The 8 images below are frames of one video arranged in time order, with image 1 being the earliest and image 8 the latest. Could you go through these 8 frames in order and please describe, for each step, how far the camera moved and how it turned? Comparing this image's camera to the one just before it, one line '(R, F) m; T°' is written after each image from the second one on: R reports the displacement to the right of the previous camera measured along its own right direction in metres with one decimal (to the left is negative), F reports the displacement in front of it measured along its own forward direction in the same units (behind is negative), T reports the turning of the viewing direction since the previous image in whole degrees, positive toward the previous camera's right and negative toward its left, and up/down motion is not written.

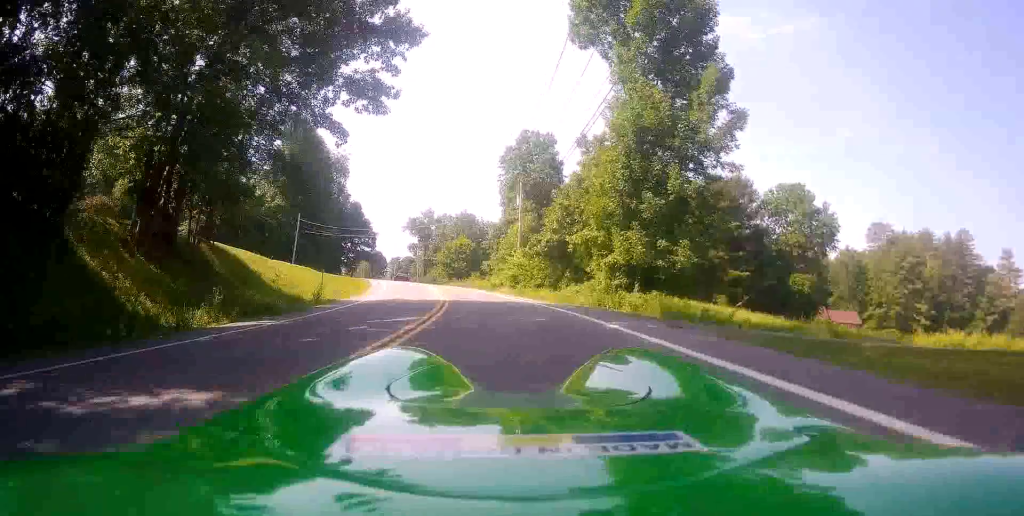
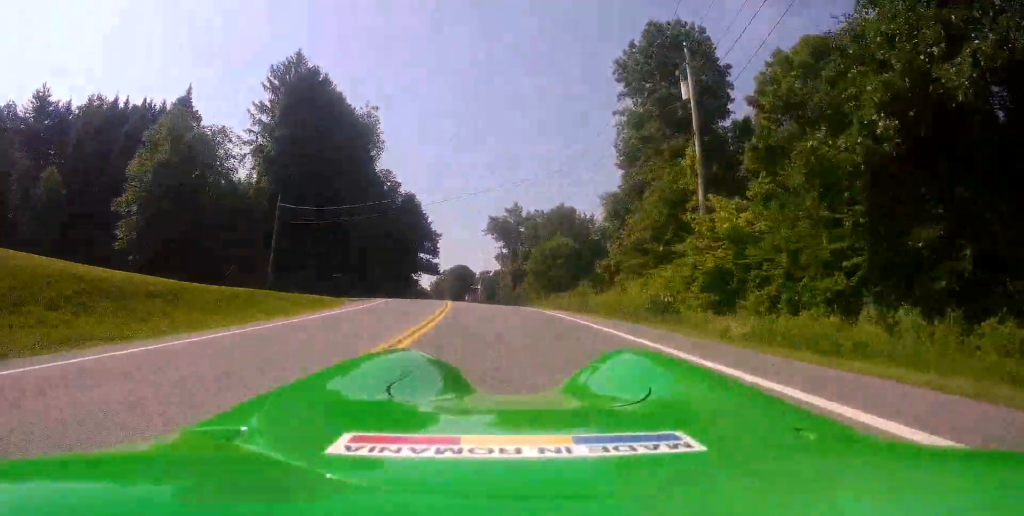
(-5.7, +37.8) m; -18°
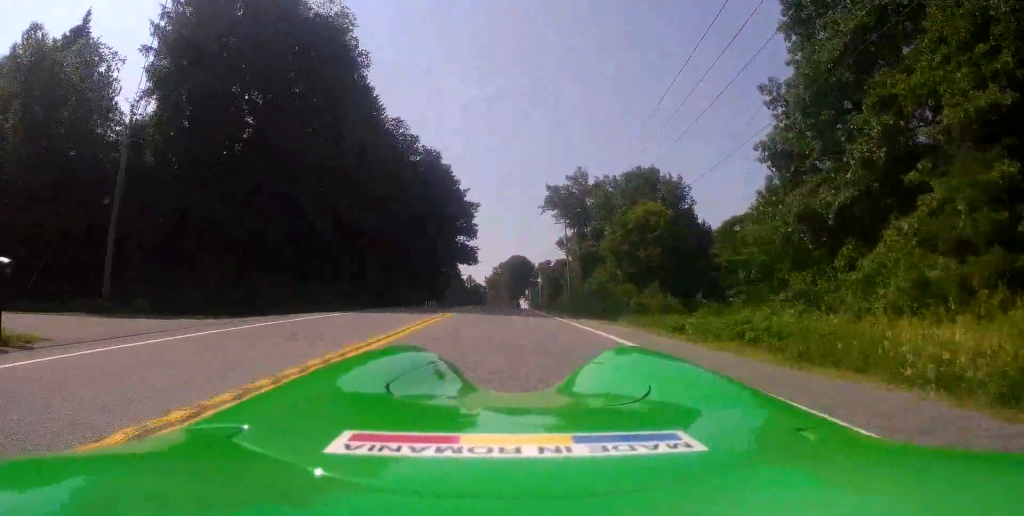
(-2.9, +23.8) m; -17°
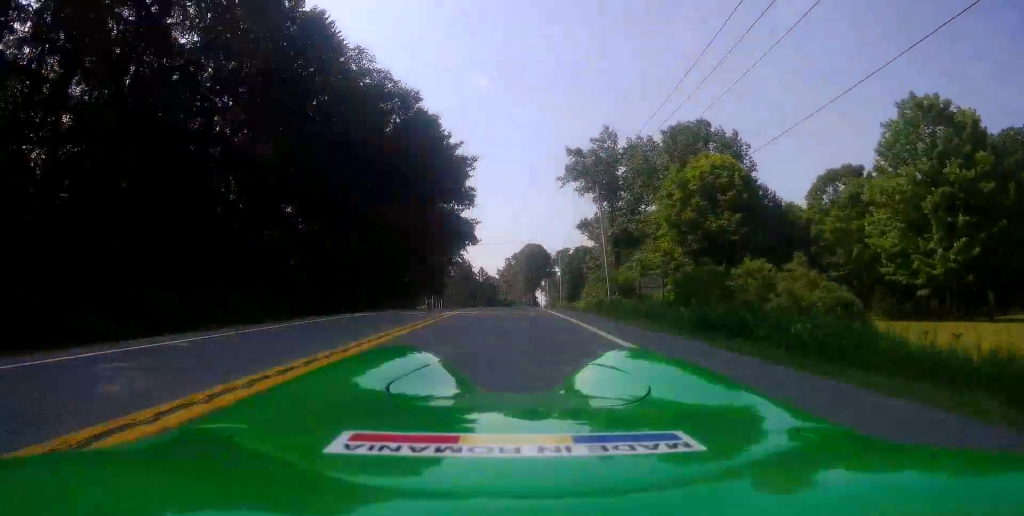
(-2.1, +14.8) m; -9°
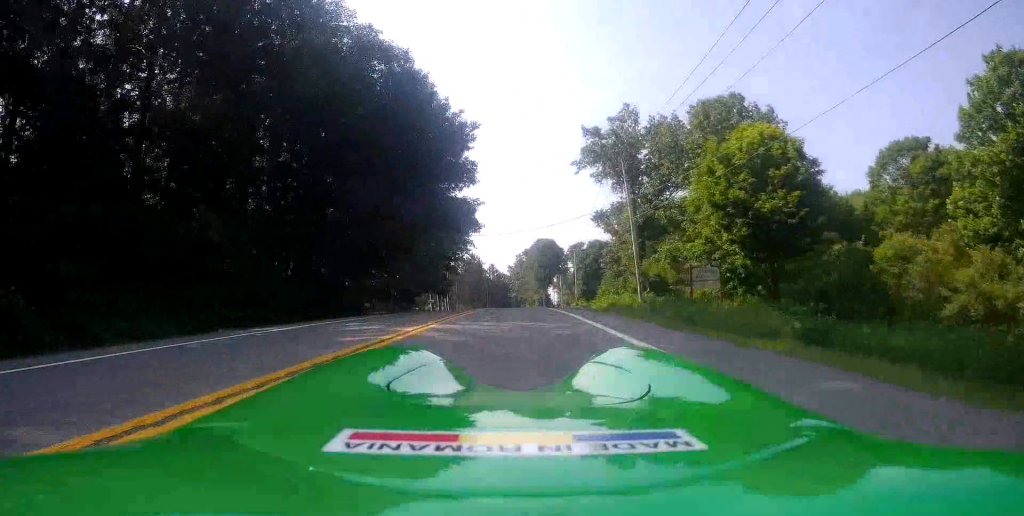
(-0.4, +9.2) m; +3°
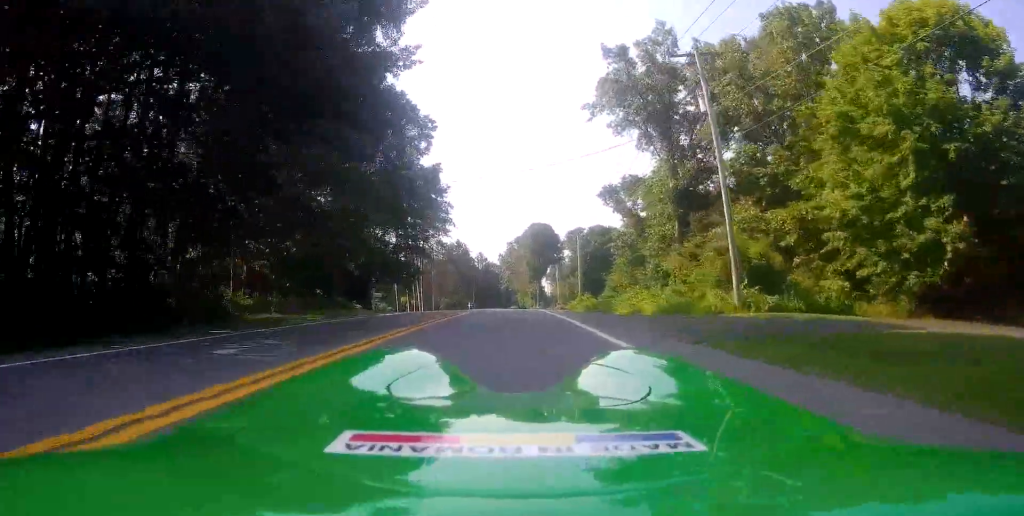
(+2.3, +21.9) m; +11°
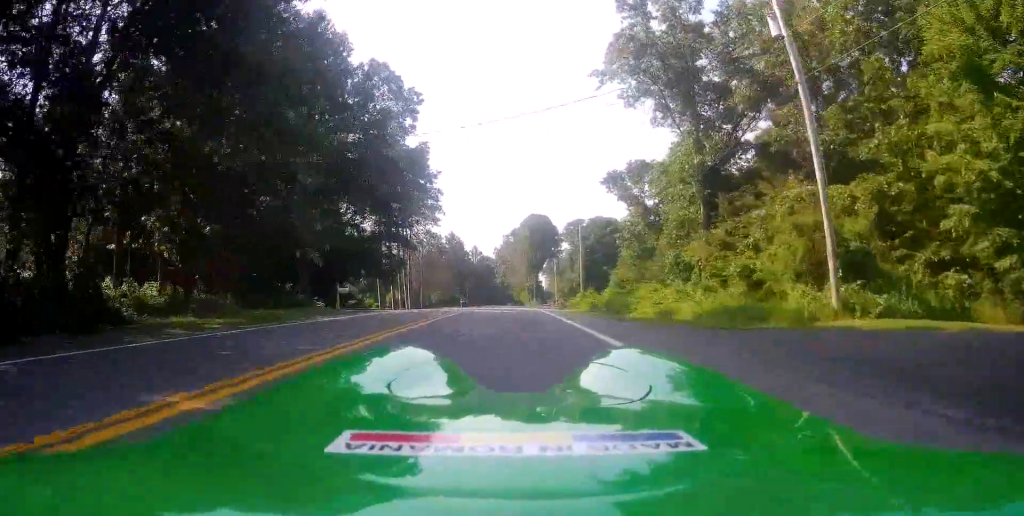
(+0.2, +8.1) m; +1°
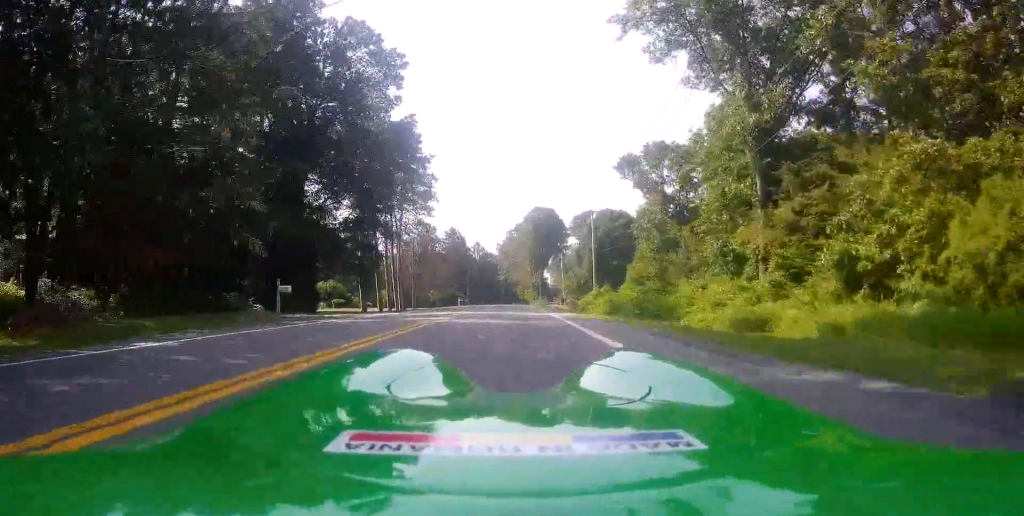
(+0.1, +10.0) m; 0°
